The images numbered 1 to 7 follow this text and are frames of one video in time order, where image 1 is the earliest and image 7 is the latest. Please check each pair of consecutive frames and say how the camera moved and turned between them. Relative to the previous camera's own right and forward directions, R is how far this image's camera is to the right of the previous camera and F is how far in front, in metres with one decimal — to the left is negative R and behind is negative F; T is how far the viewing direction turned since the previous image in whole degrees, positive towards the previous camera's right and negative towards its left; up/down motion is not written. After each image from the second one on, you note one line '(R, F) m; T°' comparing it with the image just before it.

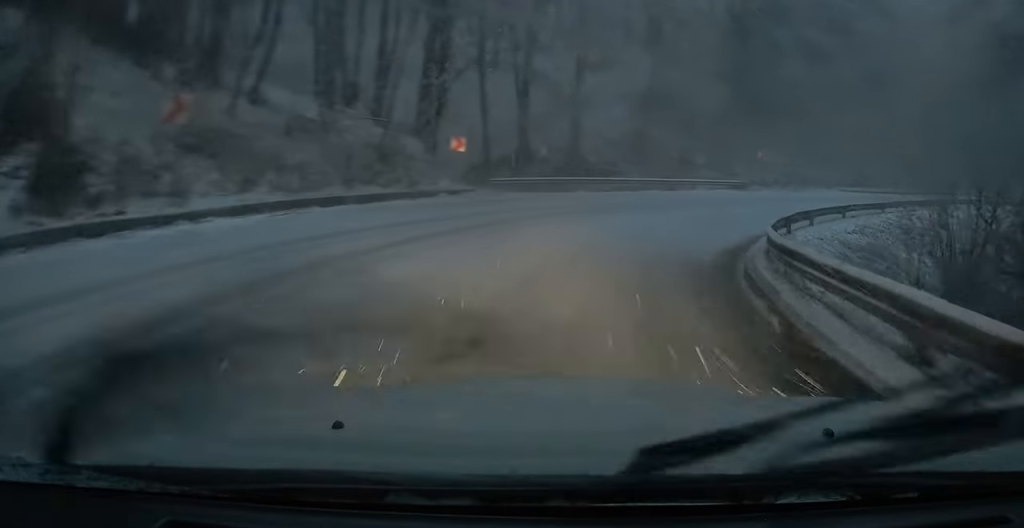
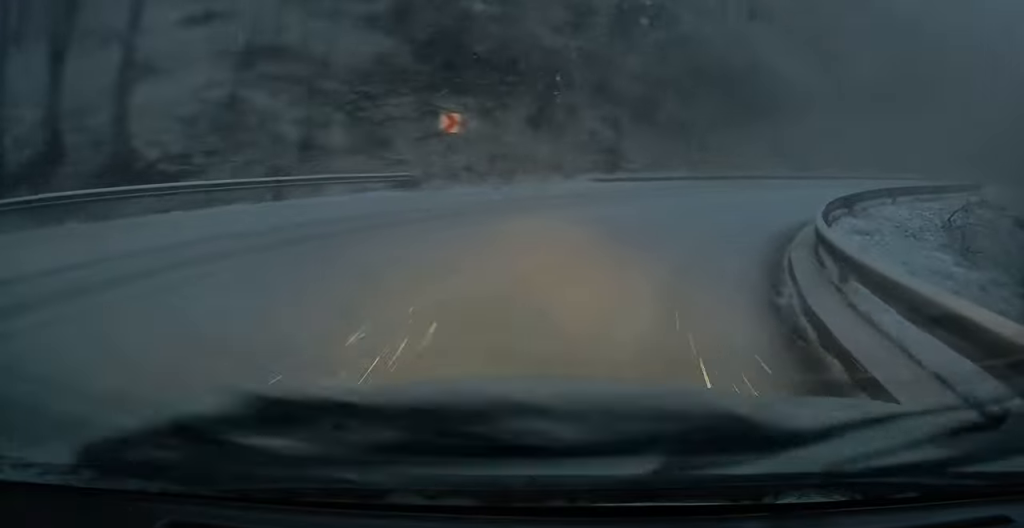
(+4.1, +16.6) m; +35°
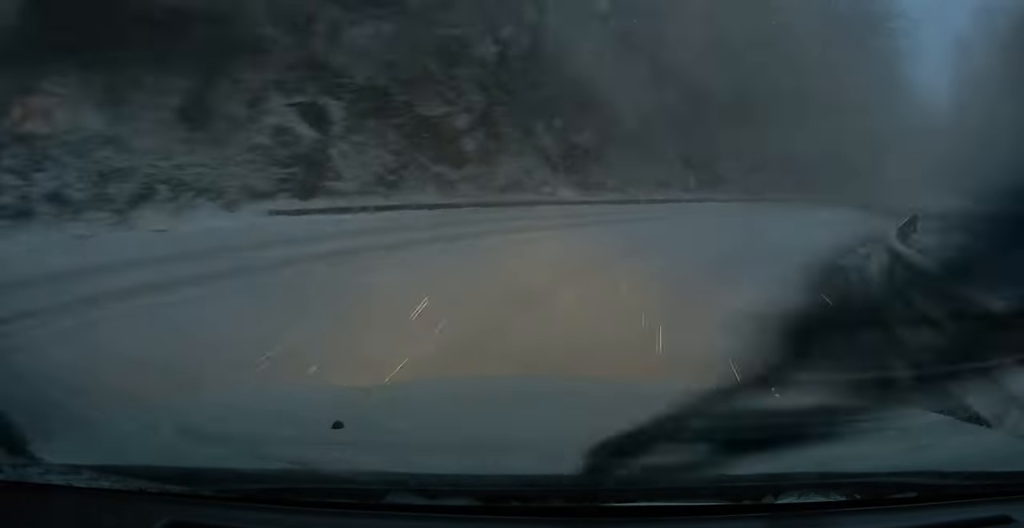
(+2.6, +10.3) m; +26°
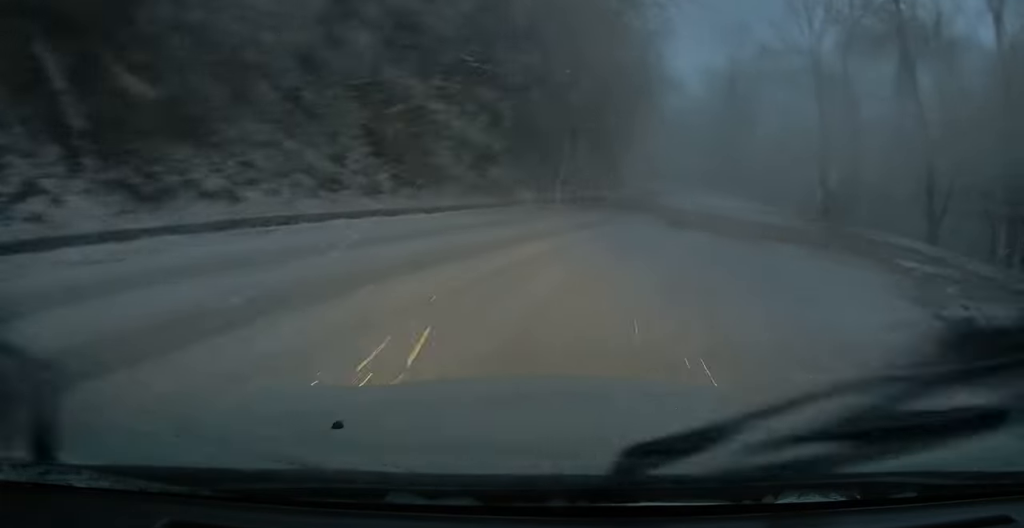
(+3.1, +13.5) m; +21°
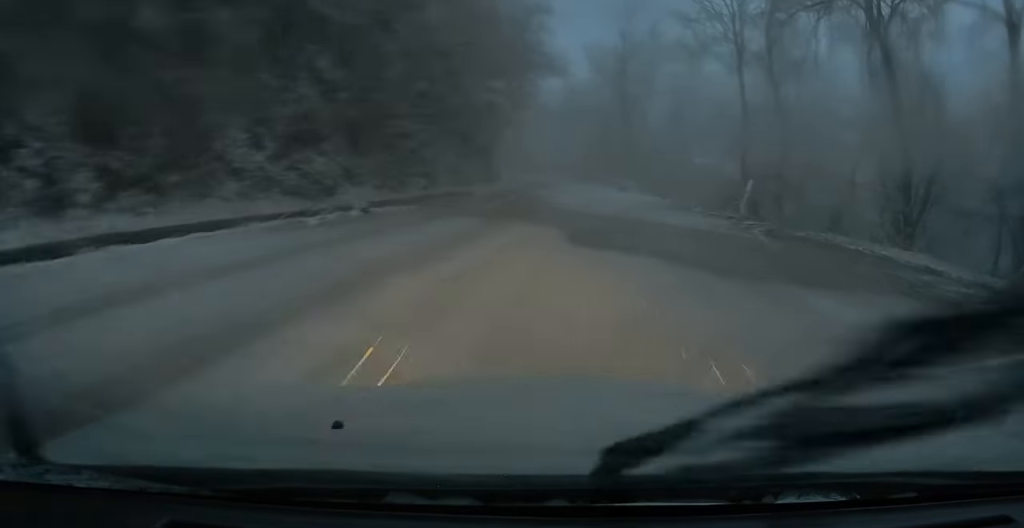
(+0.6, +8.3) m; +4°
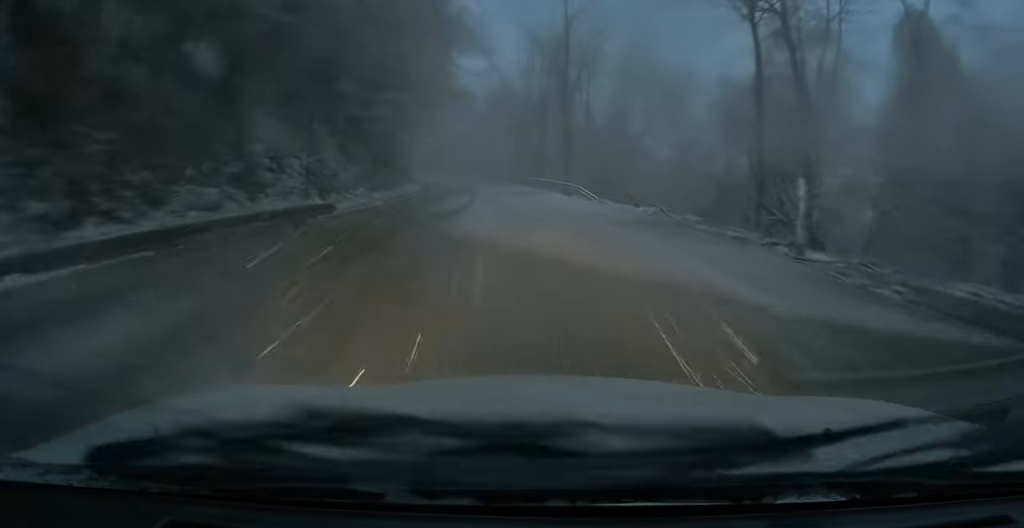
(+0.3, +12.9) m; +1°
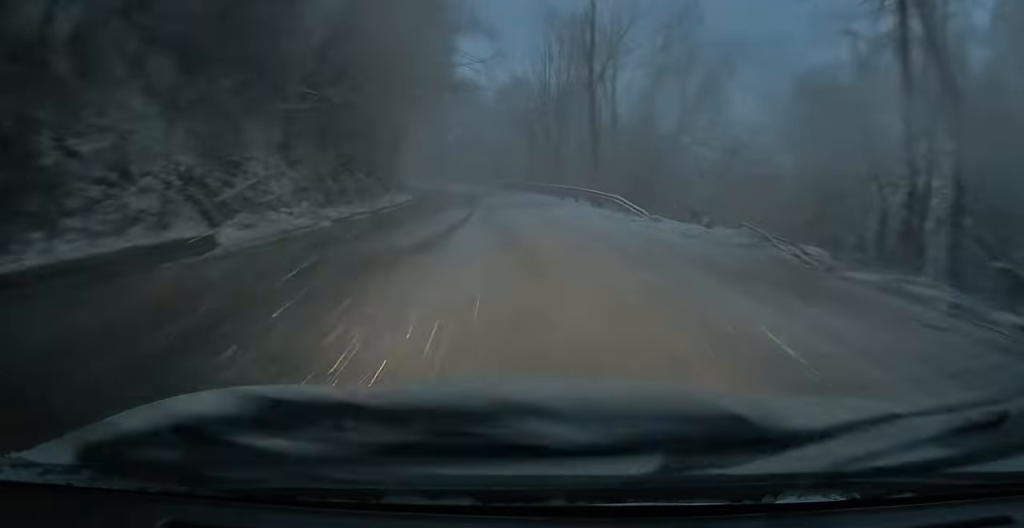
(0.0, +9.1) m; 0°
